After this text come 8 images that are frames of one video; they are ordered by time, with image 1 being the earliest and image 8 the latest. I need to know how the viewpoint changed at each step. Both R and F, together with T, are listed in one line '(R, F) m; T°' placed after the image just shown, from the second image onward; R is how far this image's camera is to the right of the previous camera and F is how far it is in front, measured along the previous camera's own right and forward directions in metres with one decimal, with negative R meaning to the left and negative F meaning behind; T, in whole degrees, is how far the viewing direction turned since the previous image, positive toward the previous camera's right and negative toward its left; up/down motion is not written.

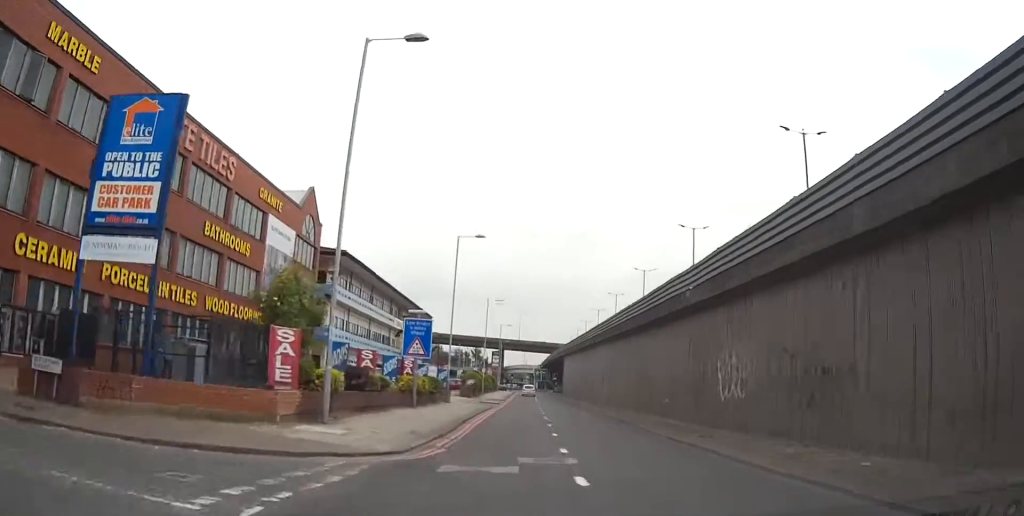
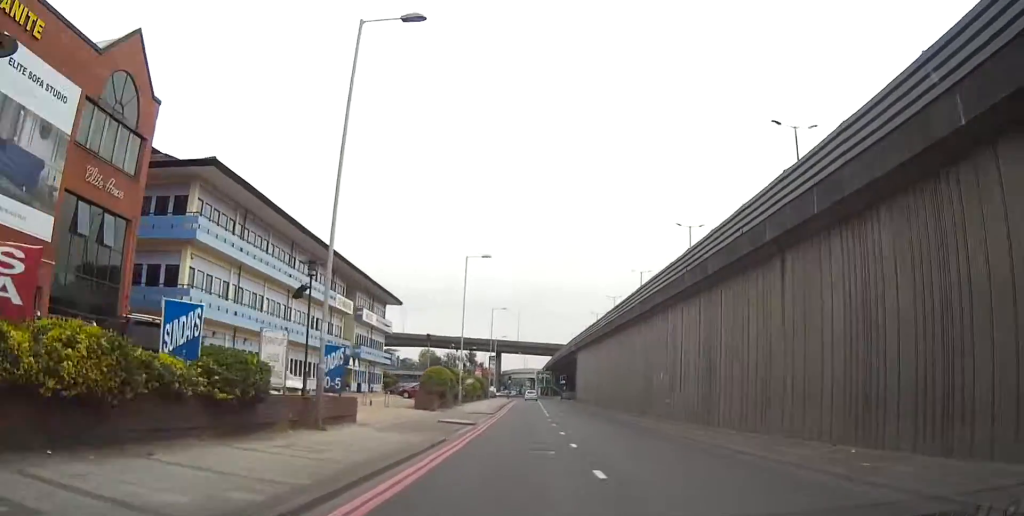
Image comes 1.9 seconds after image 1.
(+0.1, +28.8) m; +1°
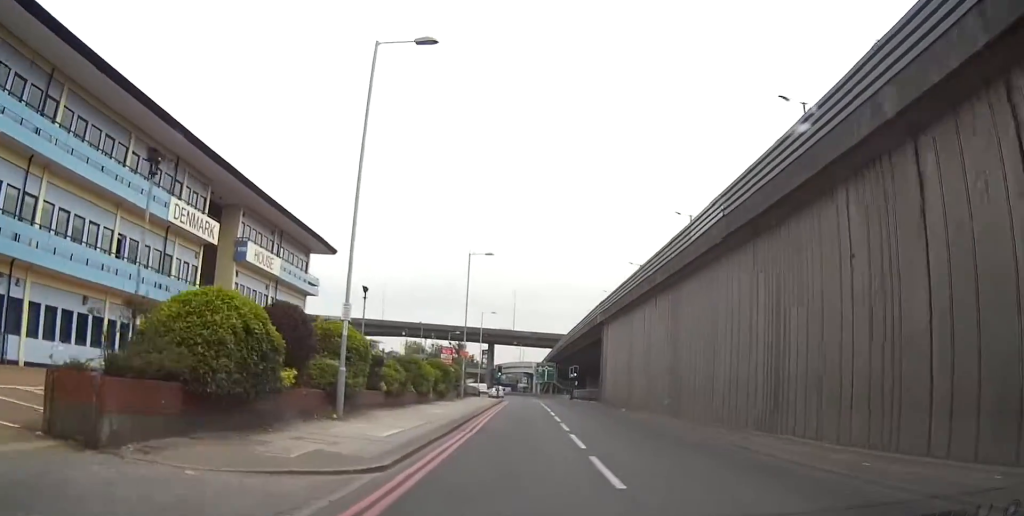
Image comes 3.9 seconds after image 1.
(+0.3, +31.1) m; 0°
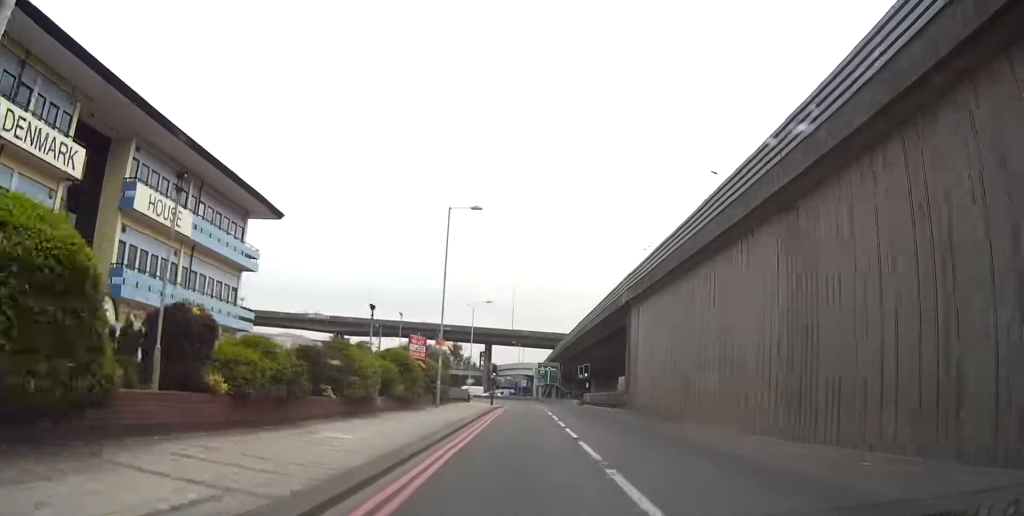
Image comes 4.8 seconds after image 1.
(0.0, +13.6) m; 0°
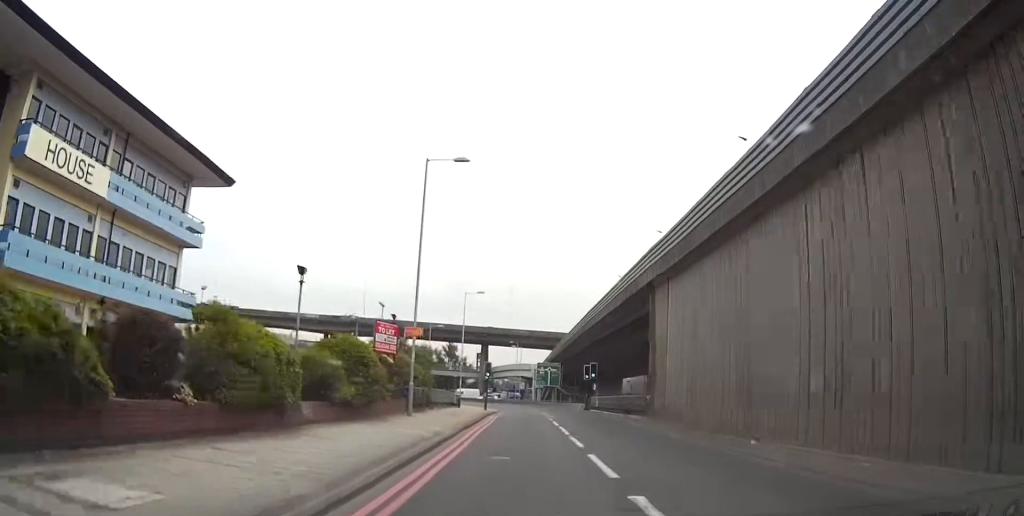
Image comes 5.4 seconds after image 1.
(0.0, +8.1) m; 0°
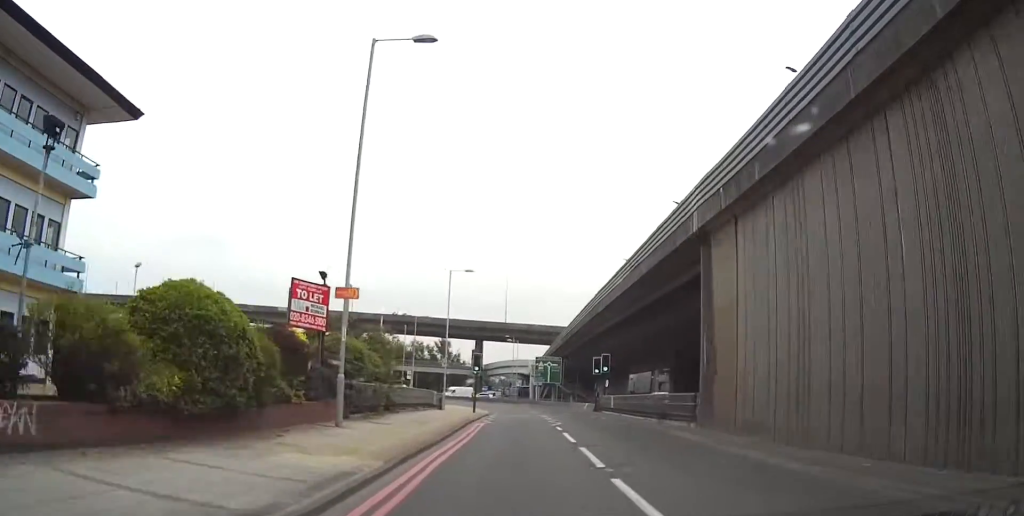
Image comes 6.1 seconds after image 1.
(0.0, +10.3) m; 0°
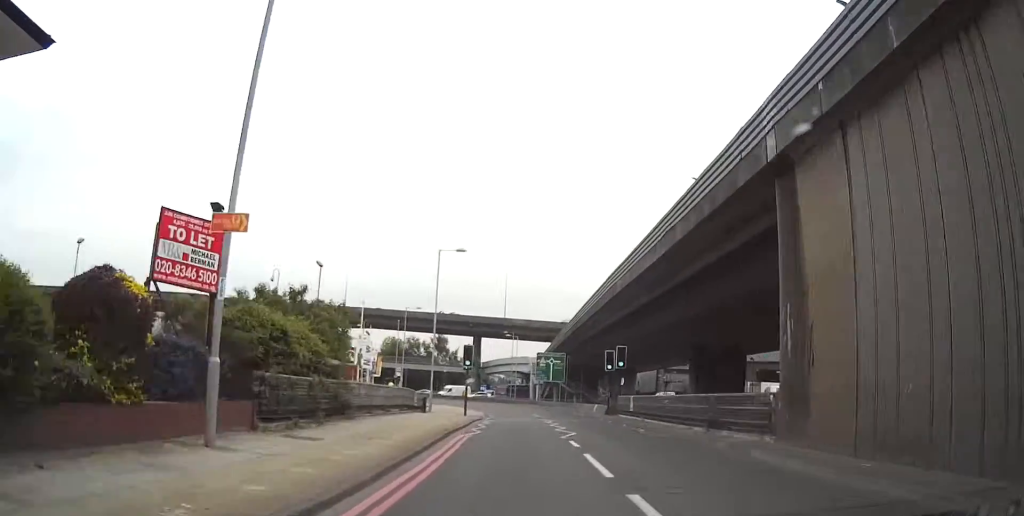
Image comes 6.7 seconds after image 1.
(0.0, +7.3) m; 0°
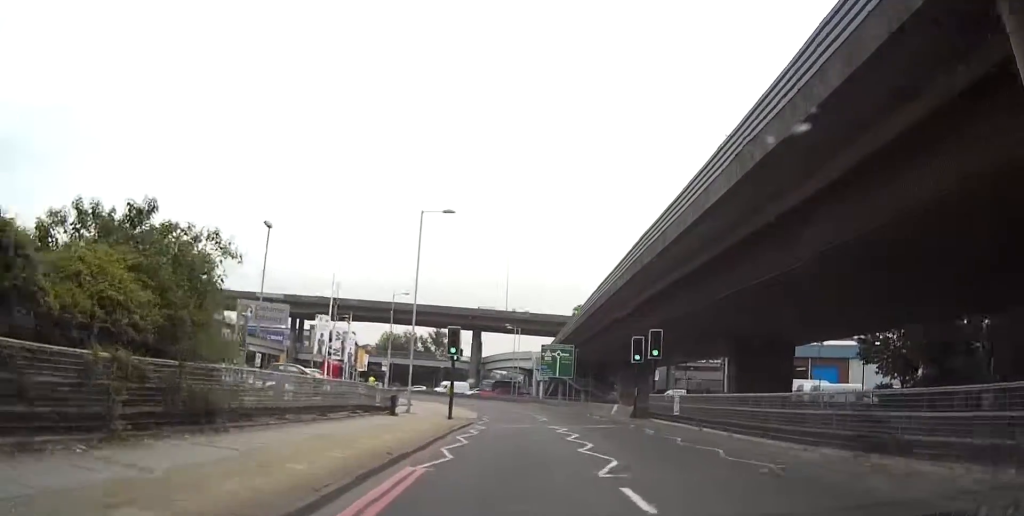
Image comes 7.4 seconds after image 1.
(0.0, +9.5) m; 0°
